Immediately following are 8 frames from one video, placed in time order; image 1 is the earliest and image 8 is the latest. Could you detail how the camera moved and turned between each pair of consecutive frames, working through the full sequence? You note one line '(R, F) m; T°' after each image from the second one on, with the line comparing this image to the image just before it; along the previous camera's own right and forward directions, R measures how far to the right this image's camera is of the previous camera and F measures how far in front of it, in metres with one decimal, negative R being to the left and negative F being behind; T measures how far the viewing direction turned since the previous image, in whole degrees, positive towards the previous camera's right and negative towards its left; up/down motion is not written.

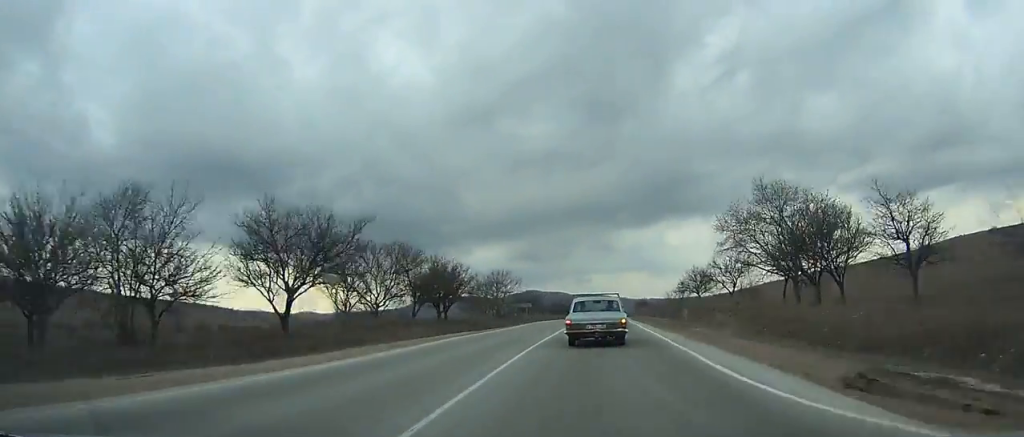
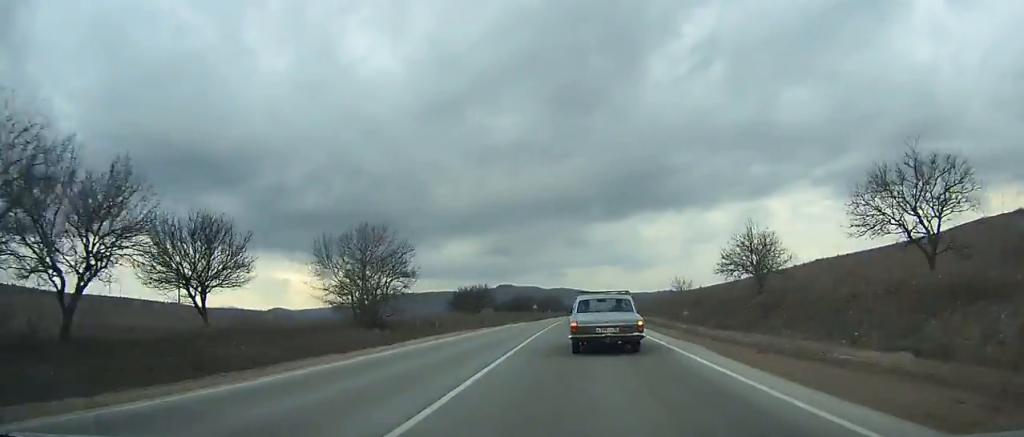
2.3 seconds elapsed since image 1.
(+1.7, +43.3) m; +3°
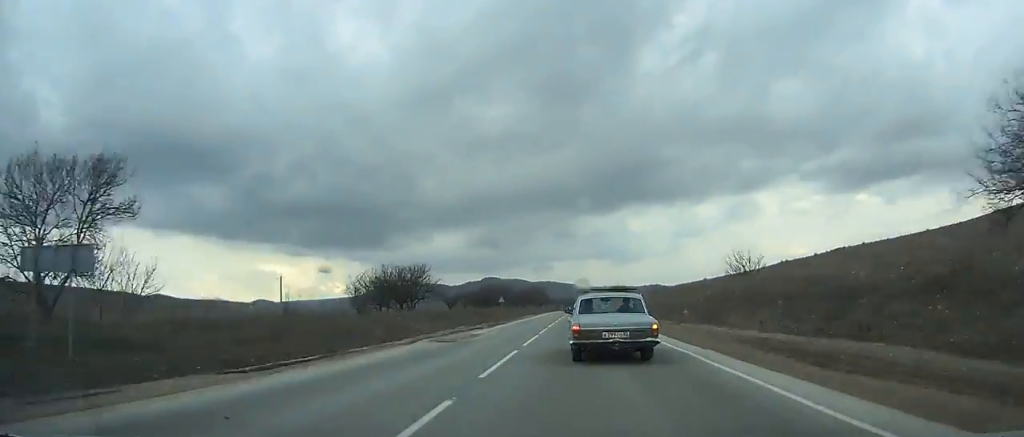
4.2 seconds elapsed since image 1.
(+0.6, +35.5) m; +1°
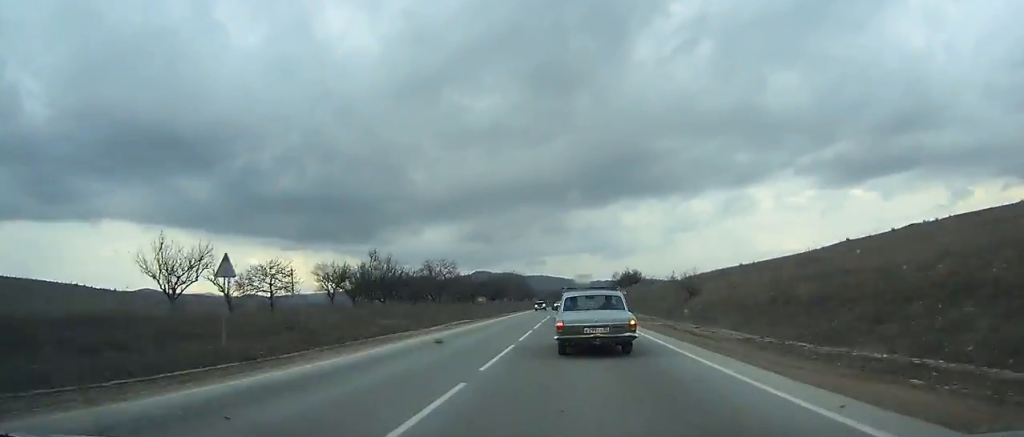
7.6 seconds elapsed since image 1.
(+0.7, +63.5) m; 0°
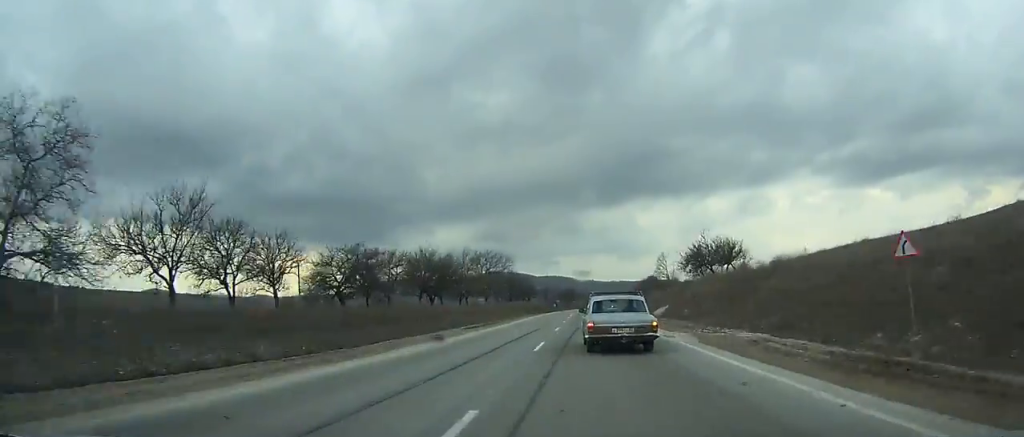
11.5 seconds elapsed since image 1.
(-0.6, +73.8) m; 0°
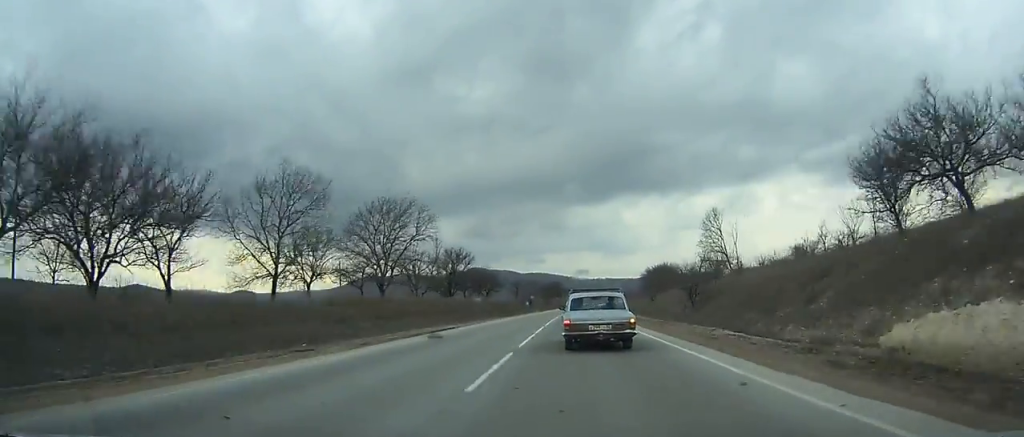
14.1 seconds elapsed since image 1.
(+0.5, +49.9) m; +1°
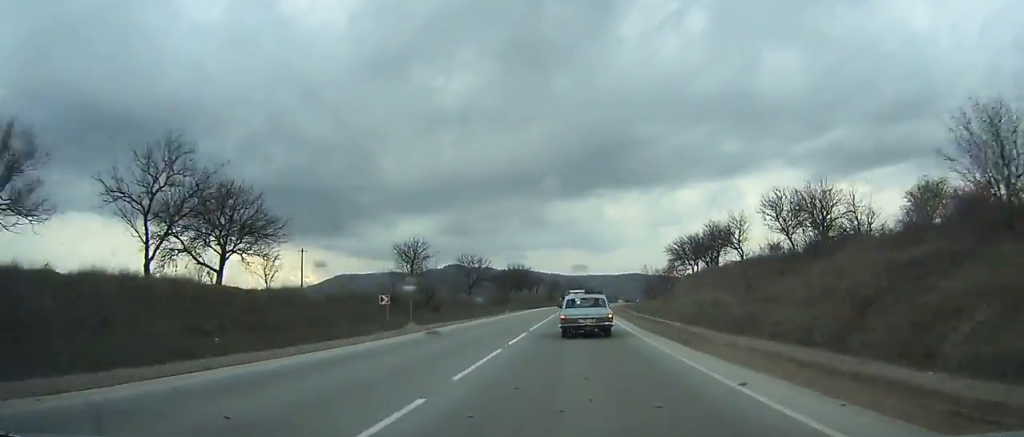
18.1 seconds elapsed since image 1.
(+1.8, +77.5) m; +3°
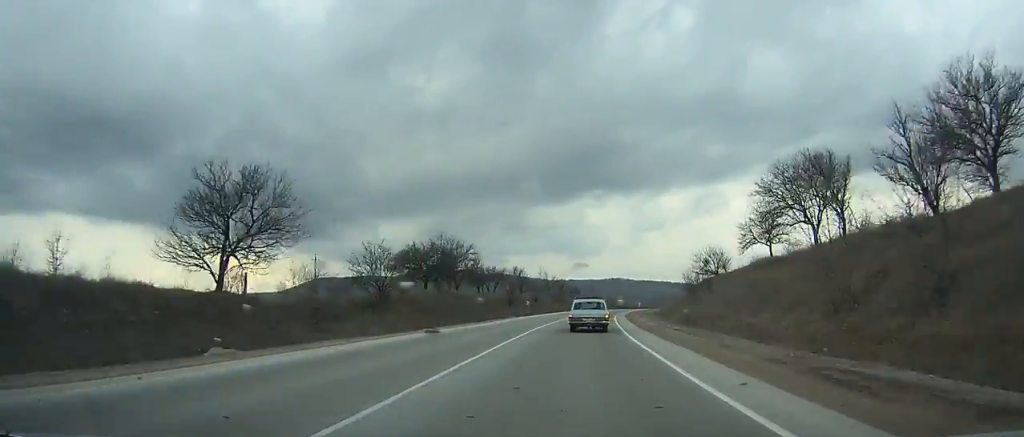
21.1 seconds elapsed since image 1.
(+1.1, +59.2) m; +3°
